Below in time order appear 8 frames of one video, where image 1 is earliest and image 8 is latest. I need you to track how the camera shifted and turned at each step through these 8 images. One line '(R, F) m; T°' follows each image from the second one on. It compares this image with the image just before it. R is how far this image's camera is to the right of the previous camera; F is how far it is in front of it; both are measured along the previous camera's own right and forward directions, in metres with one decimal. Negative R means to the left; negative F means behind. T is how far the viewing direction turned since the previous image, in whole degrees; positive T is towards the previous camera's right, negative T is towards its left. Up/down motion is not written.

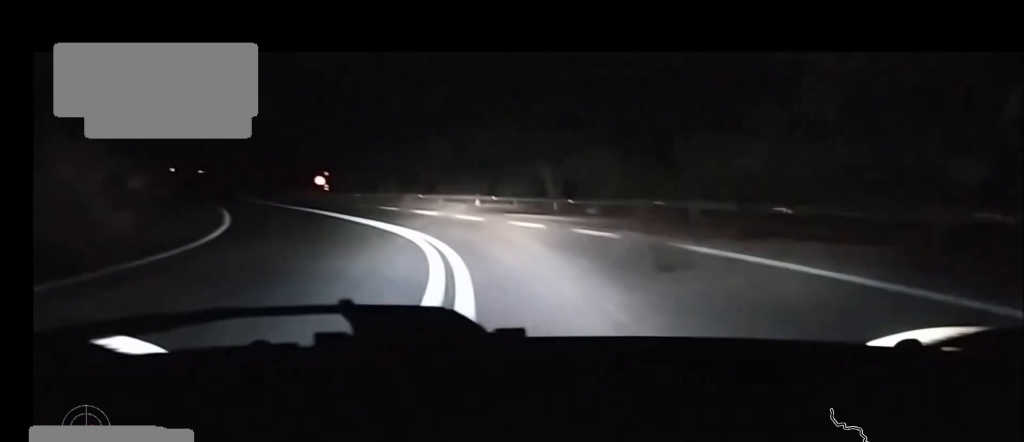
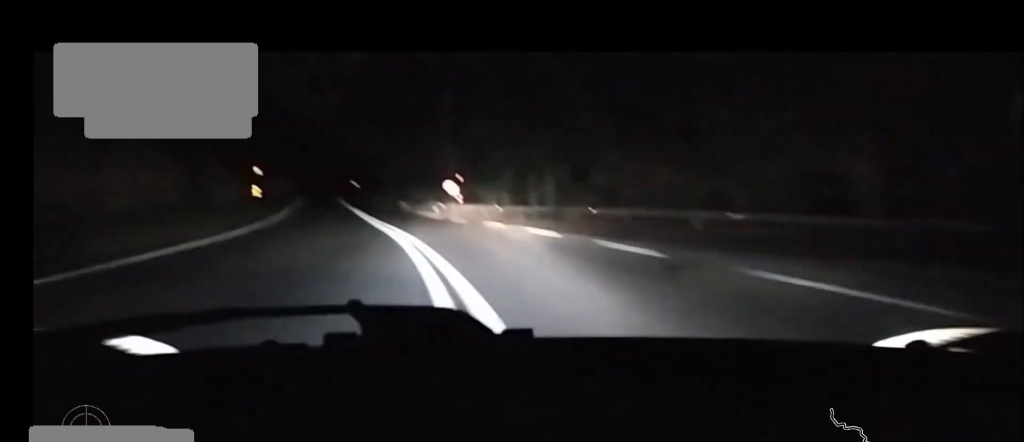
(-2.2, +18.9) m; -8°
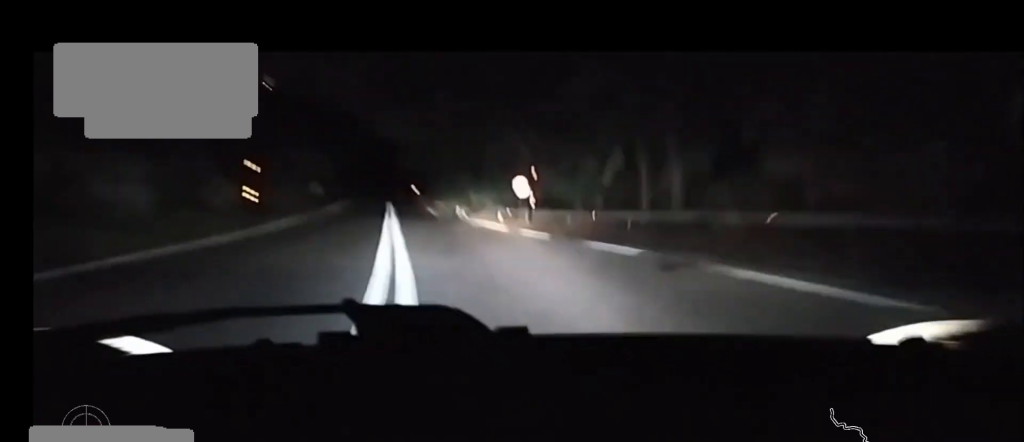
(-0.5, +11.4) m; -4°
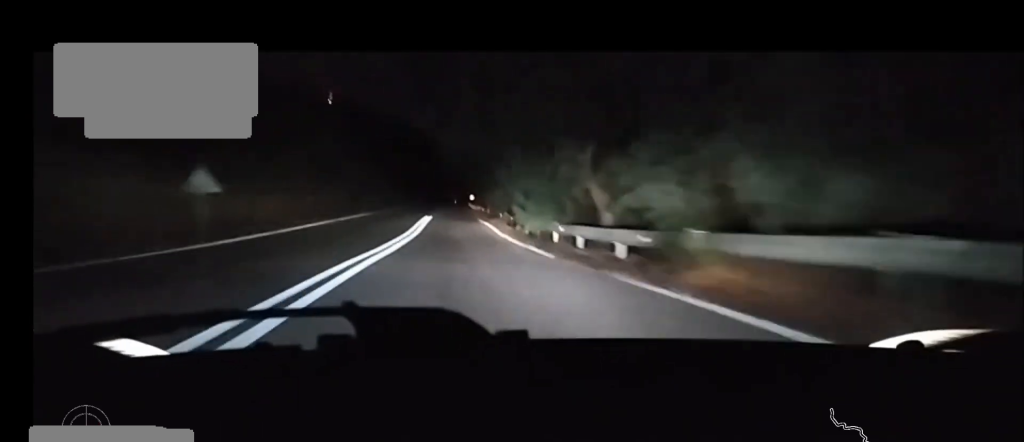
(-0.8, +28.5) m; -4°
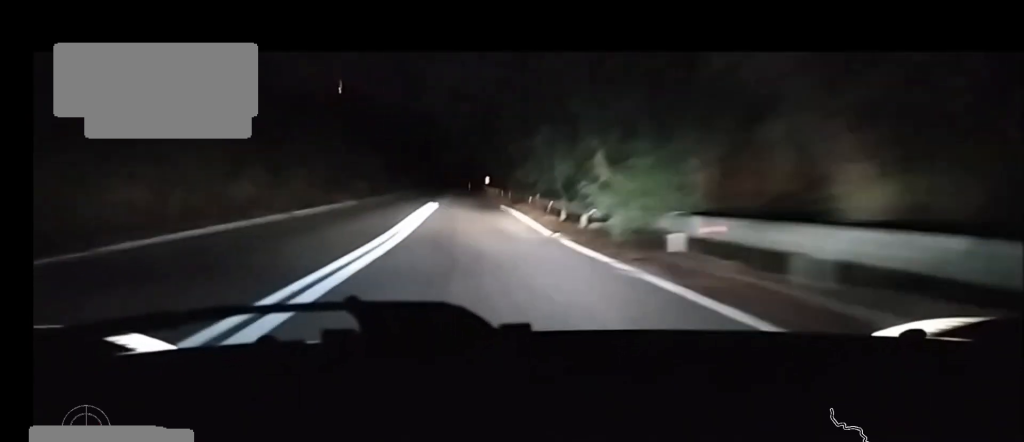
(-0.5, +12.6) m; -1°
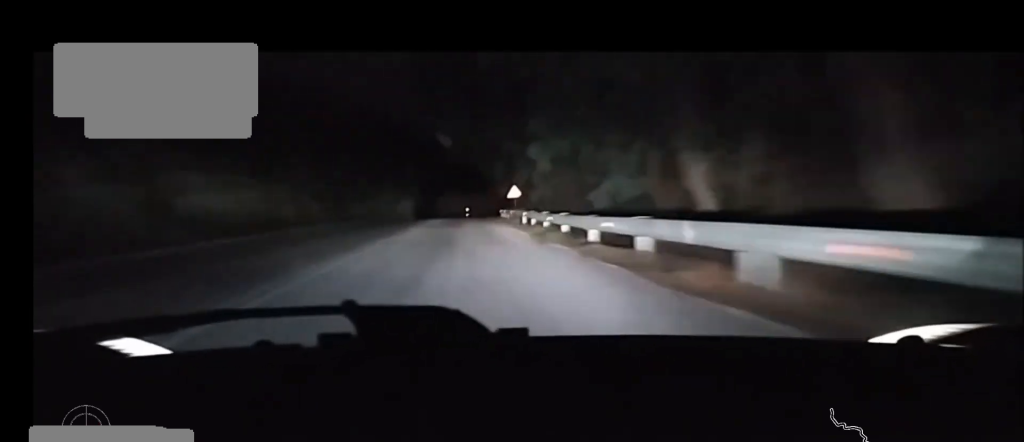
(-1.0, +70.2) m; -1°
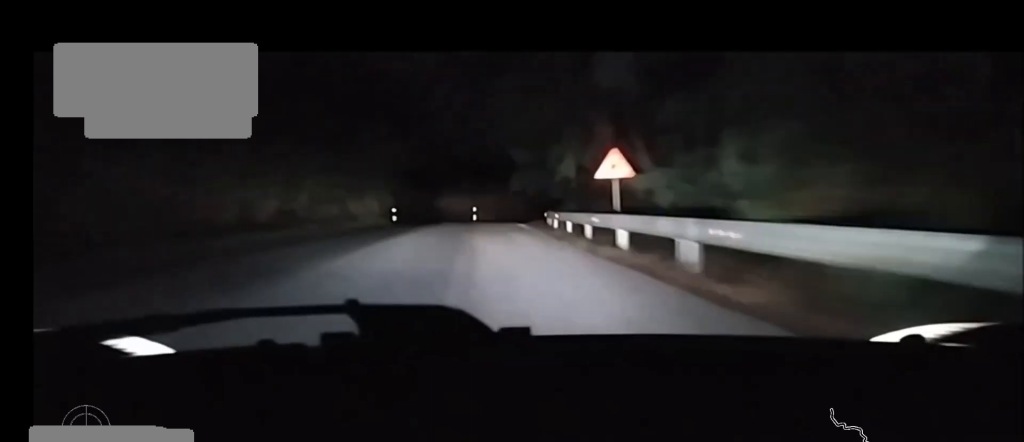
(+0.2, +30.9) m; -1°
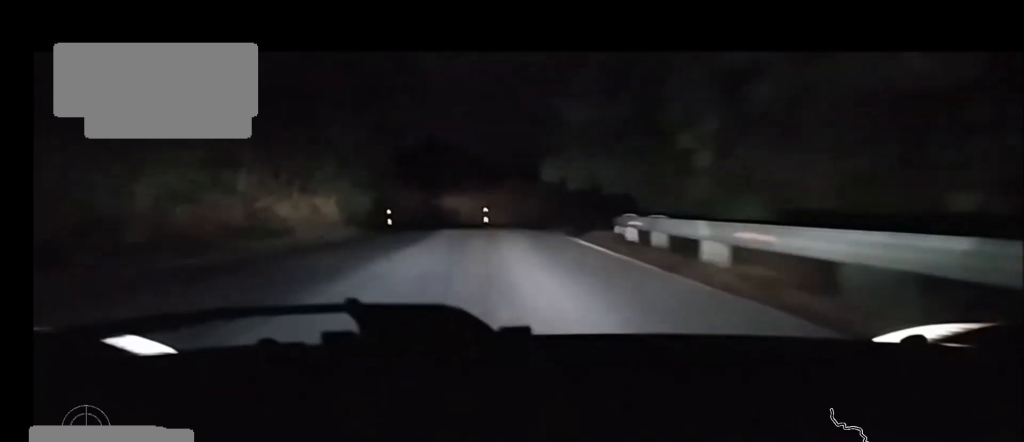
(+0.1, +15.6) m; -1°
